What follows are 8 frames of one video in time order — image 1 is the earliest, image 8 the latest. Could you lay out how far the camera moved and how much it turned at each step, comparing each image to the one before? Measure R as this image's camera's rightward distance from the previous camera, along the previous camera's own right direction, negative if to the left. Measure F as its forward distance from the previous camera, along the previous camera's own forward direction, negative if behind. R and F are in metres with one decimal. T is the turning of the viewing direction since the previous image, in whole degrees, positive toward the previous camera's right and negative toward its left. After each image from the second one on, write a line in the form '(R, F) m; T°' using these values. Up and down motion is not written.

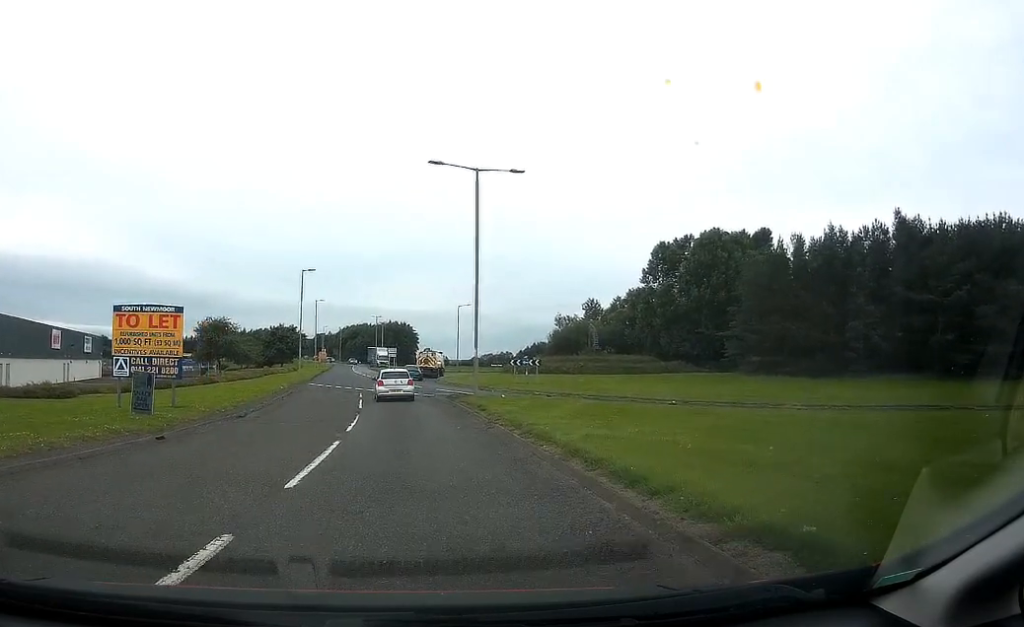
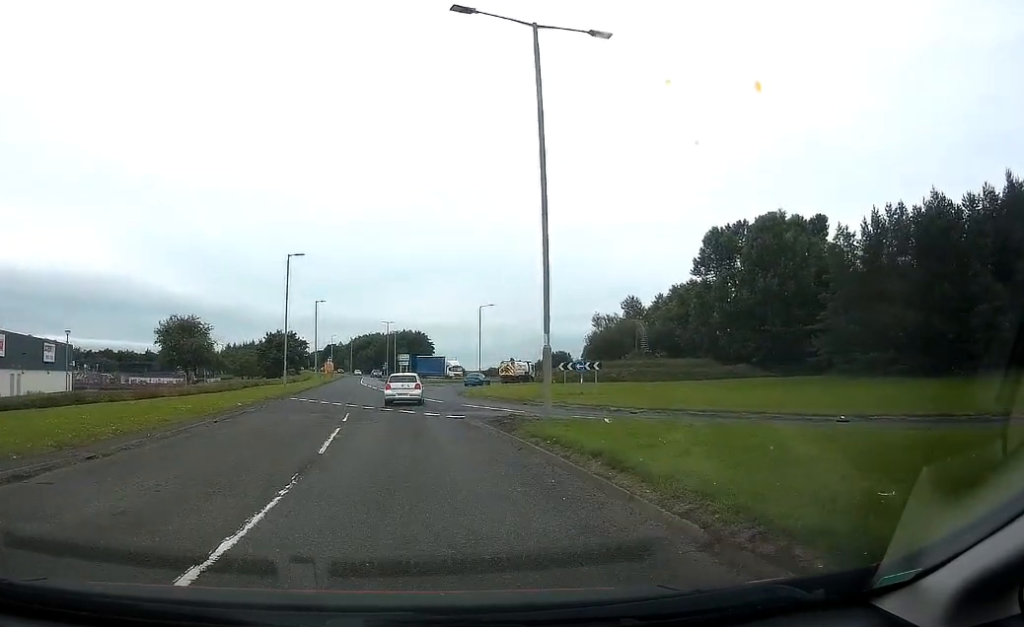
(-0.9, +15.2) m; -3°
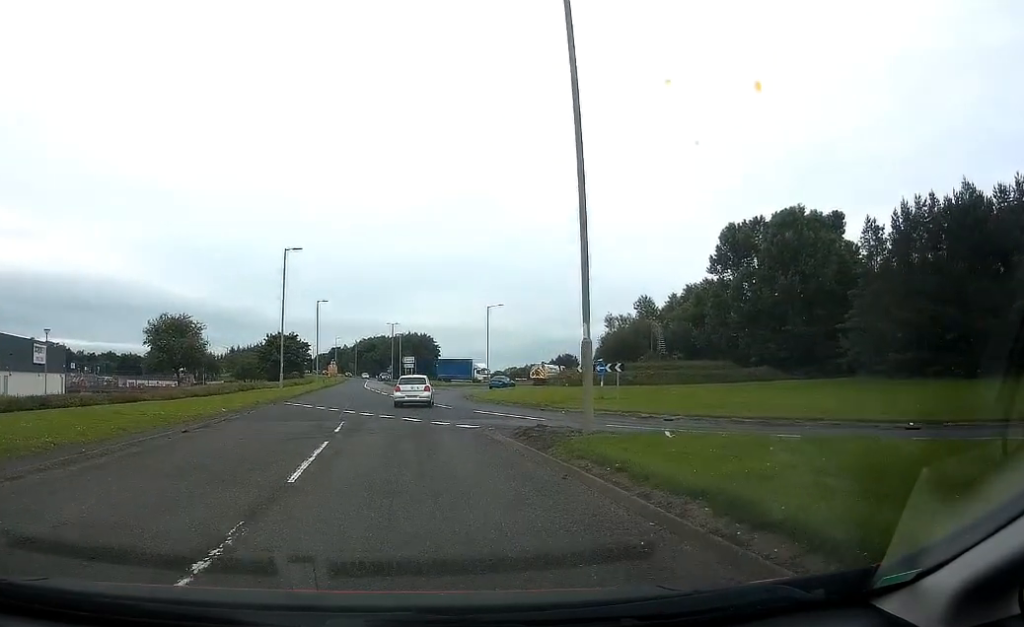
(0.0, +4.3) m; +2°
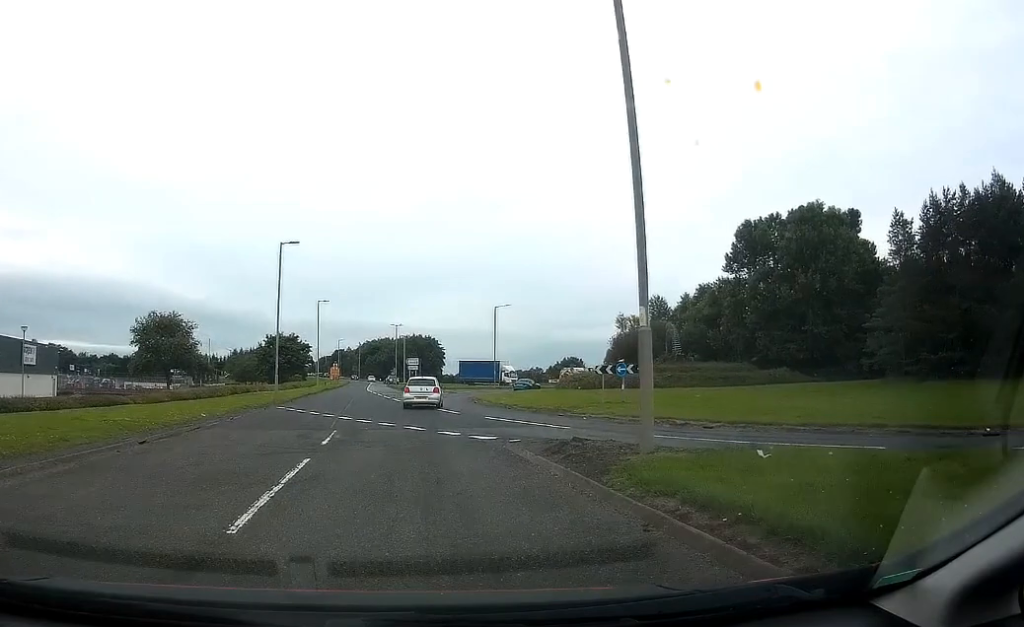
(+0.2, +3.6) m; +1°
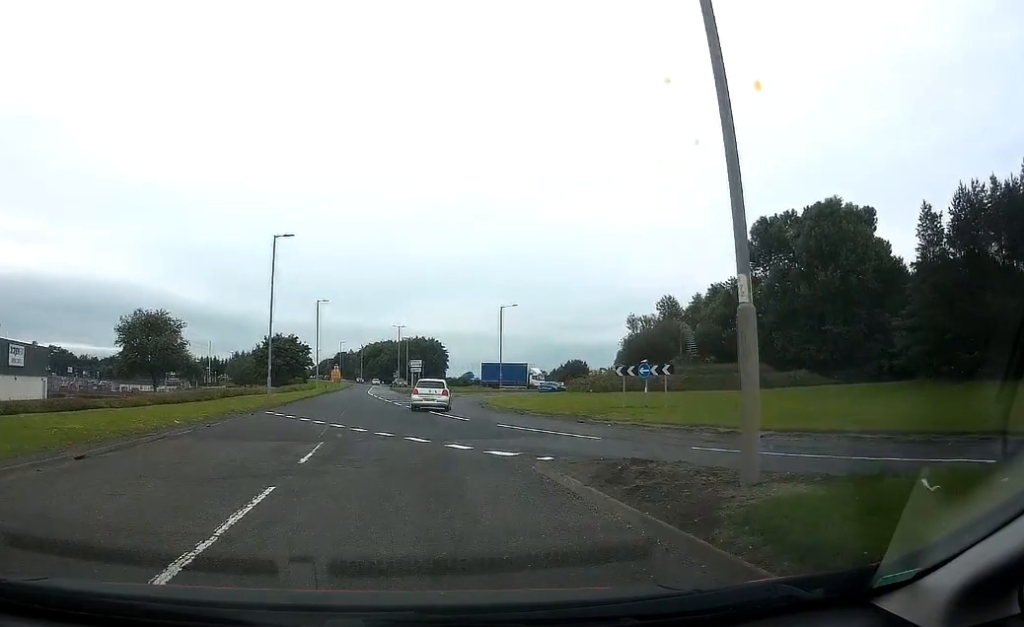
(+0.1, +3.7) m; +1°
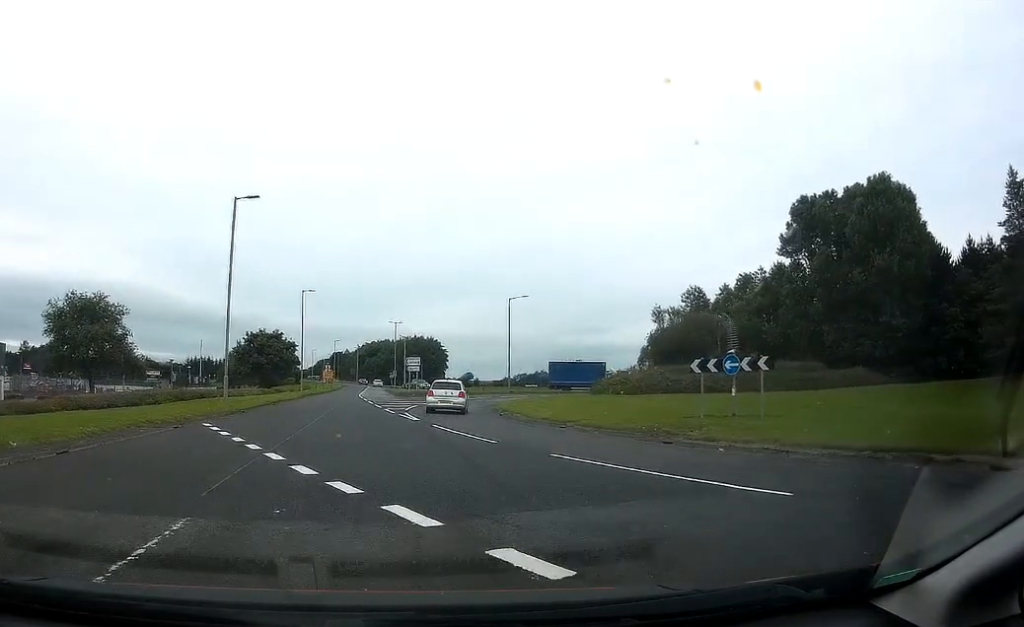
(+0.1, +10.4) m; +1°
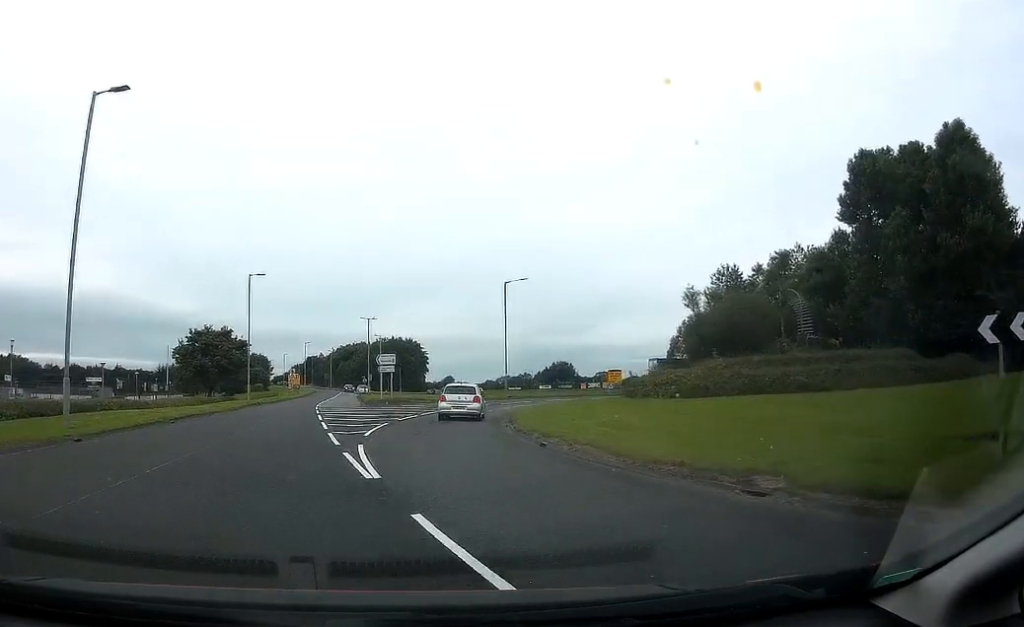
(+0.3, +15.2) m; +1°
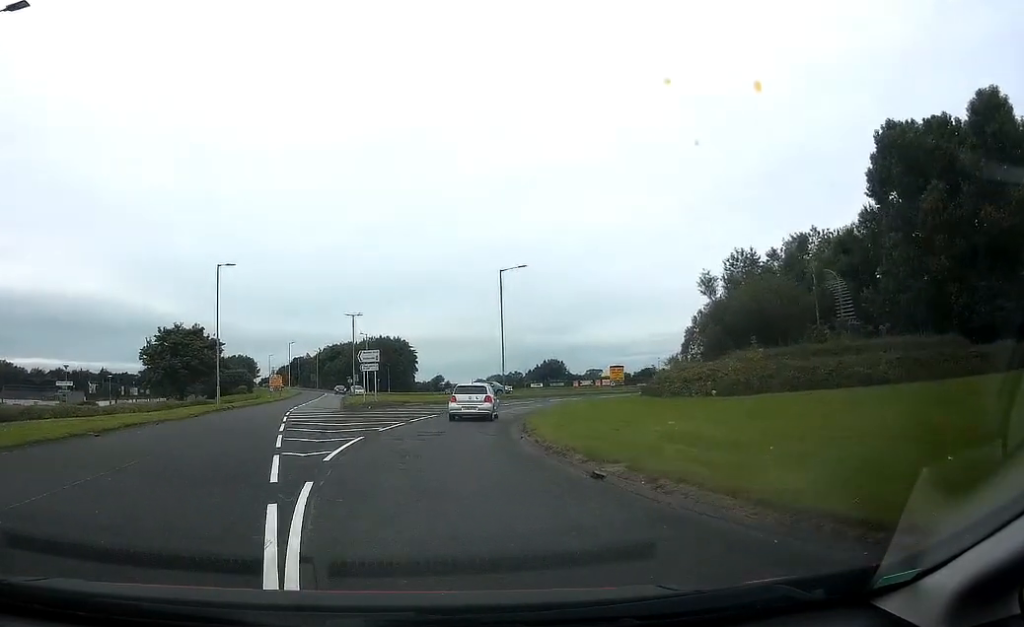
(0.0, +6.1) m; +1°
